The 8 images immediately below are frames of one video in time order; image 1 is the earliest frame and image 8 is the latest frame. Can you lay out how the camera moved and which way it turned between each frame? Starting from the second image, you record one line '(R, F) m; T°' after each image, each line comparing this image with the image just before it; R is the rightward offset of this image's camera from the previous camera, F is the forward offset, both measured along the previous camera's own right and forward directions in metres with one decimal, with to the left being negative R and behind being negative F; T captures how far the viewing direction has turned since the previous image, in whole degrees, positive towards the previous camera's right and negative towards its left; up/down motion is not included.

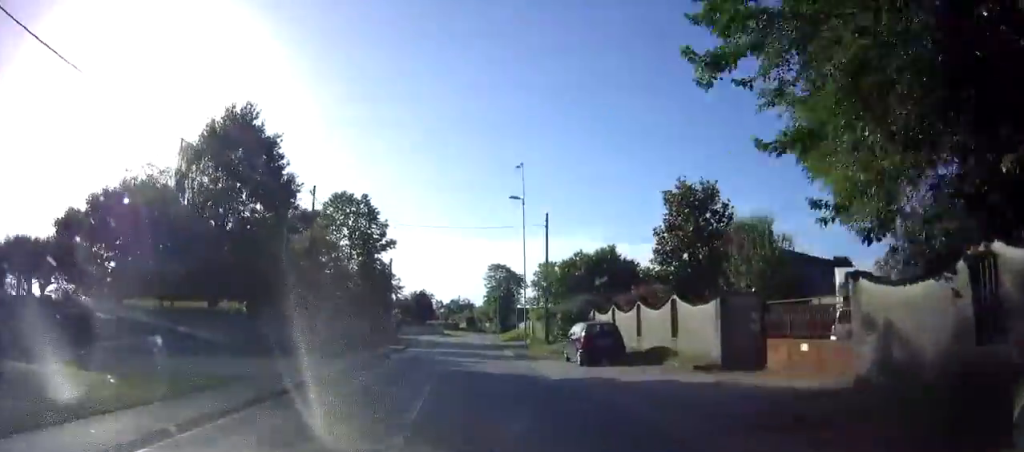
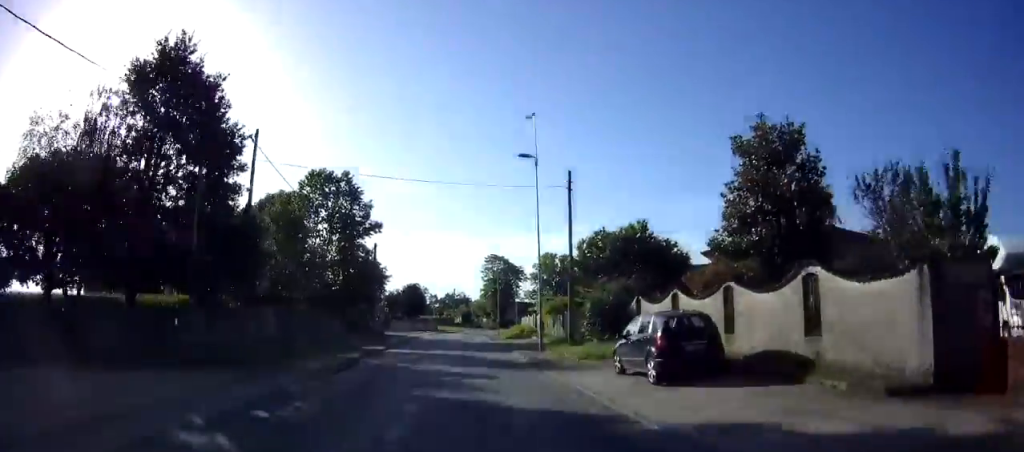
(0.0, +7.8) m; 0°
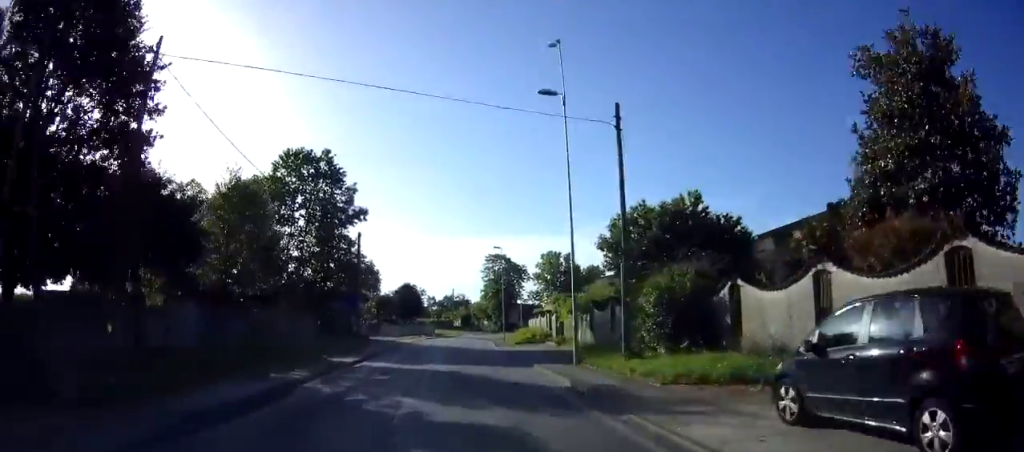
(0.0, +7.8) m; 0°
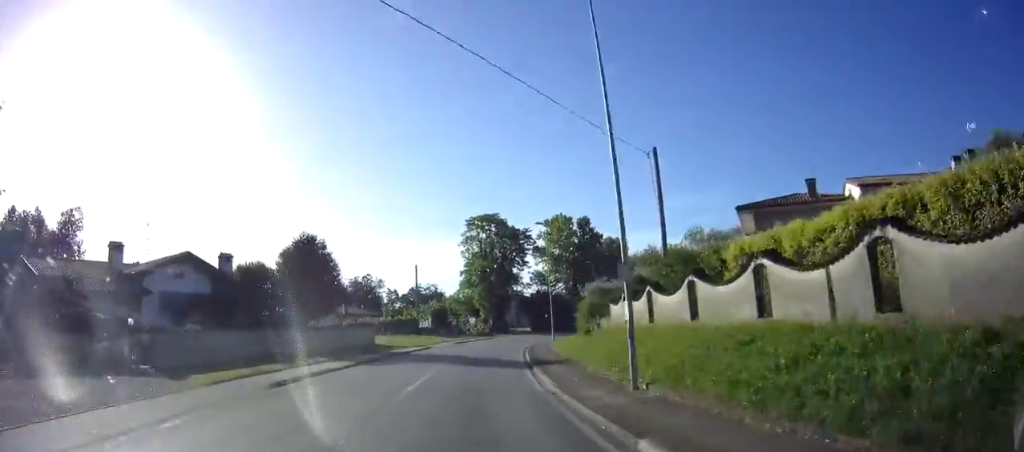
(+0.4, +42.6) m; +2°
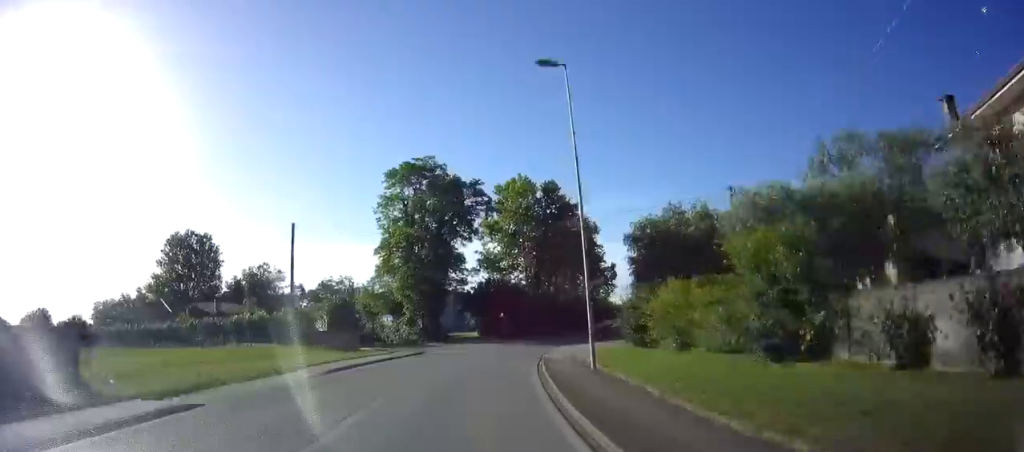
(+0.6, +26.5) m; +5°
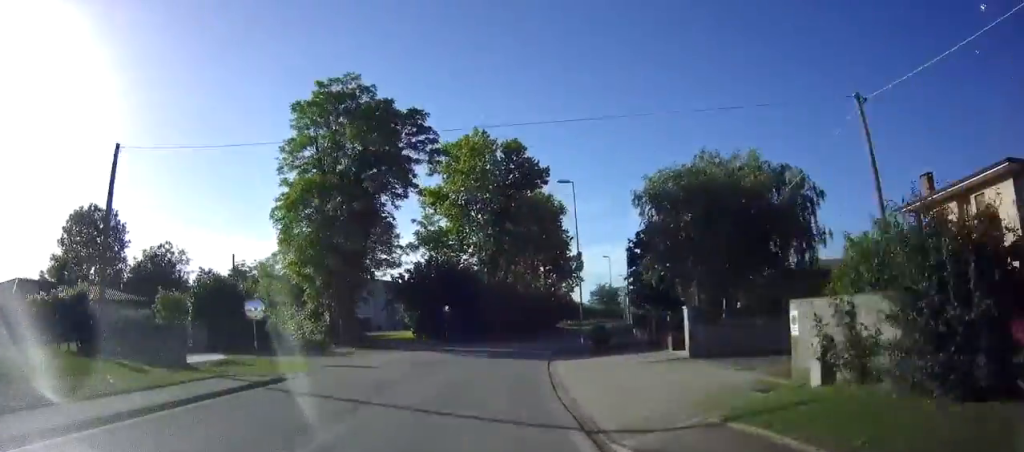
(+0.8, +15.5) m; +6°
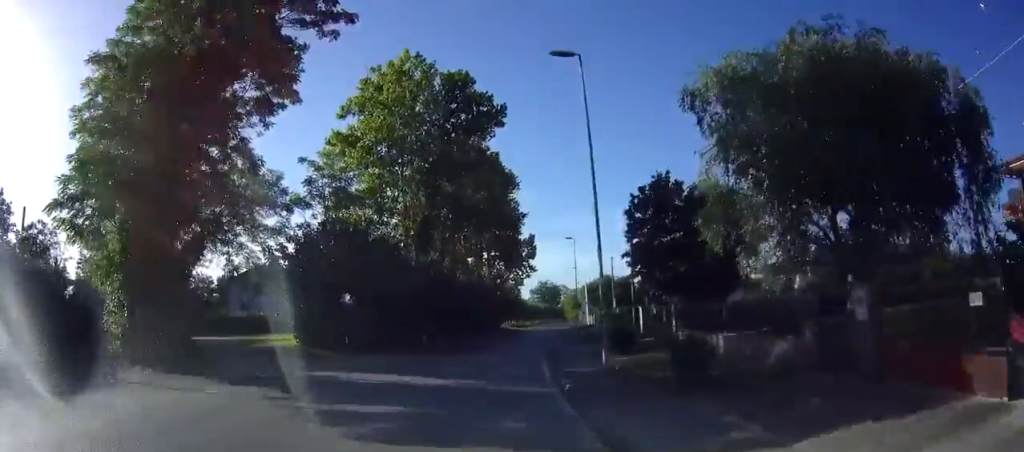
(+0.8, +15.4) m; +6°
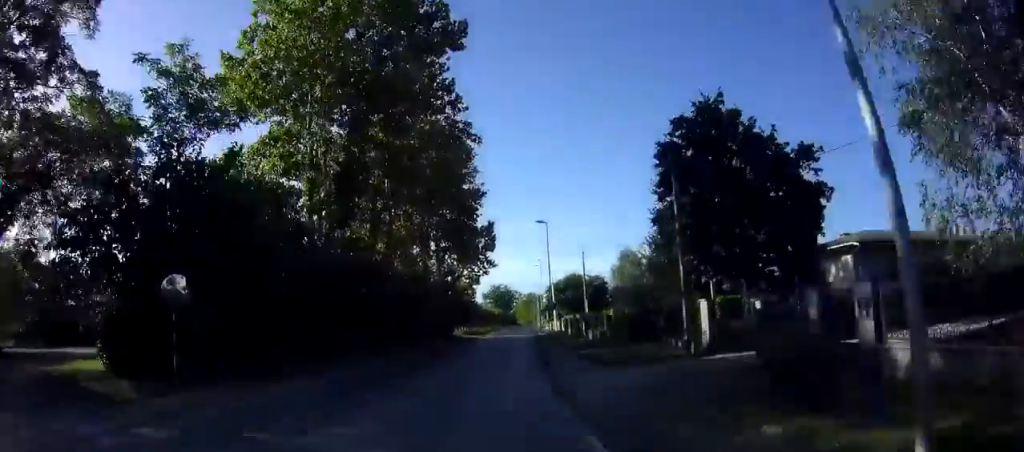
(+0.5, +11.3) m; +5°
